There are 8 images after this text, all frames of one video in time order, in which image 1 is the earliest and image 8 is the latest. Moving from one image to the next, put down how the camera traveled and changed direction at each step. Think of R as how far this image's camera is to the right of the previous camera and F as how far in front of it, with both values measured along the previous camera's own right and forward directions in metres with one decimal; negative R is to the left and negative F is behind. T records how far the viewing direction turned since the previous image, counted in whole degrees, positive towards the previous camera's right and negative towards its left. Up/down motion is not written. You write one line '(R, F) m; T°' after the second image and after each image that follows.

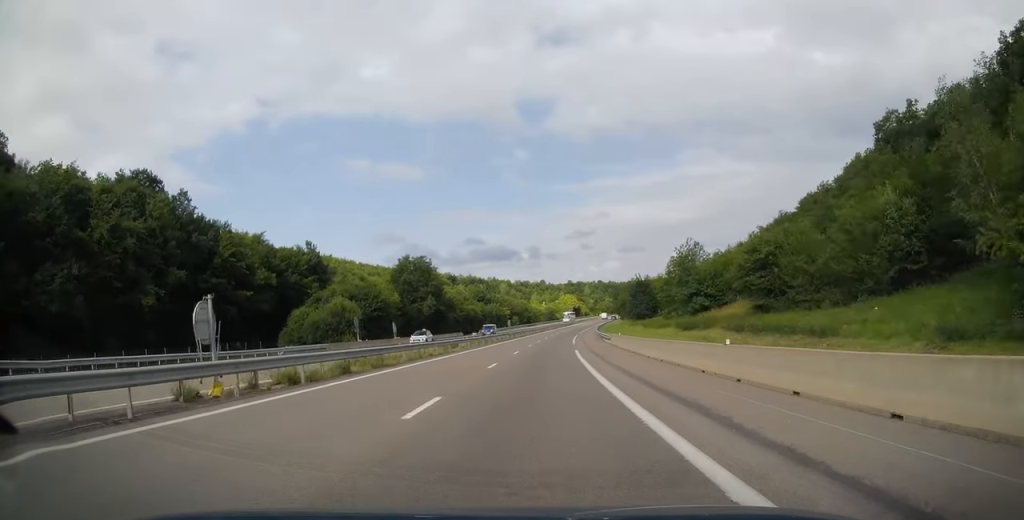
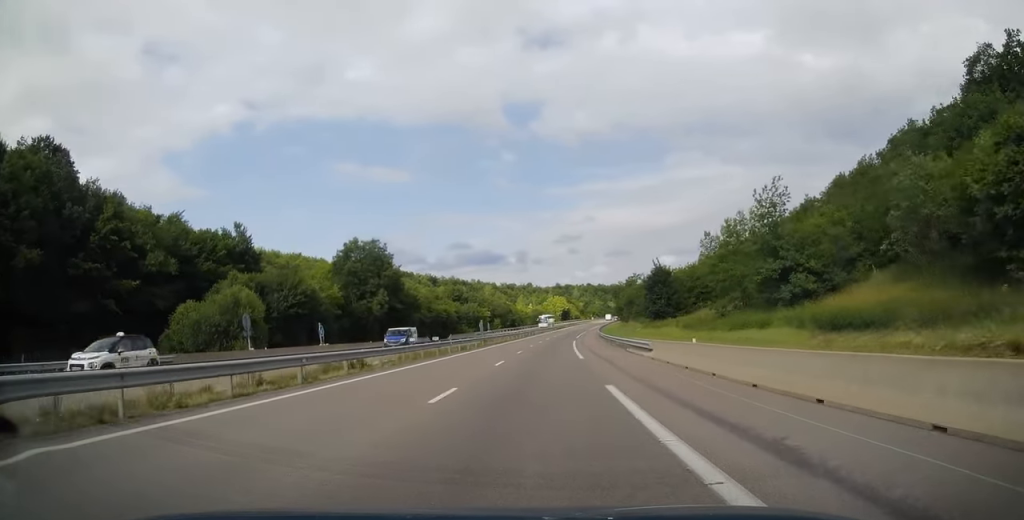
(+0.2, +23.9) m; +1°
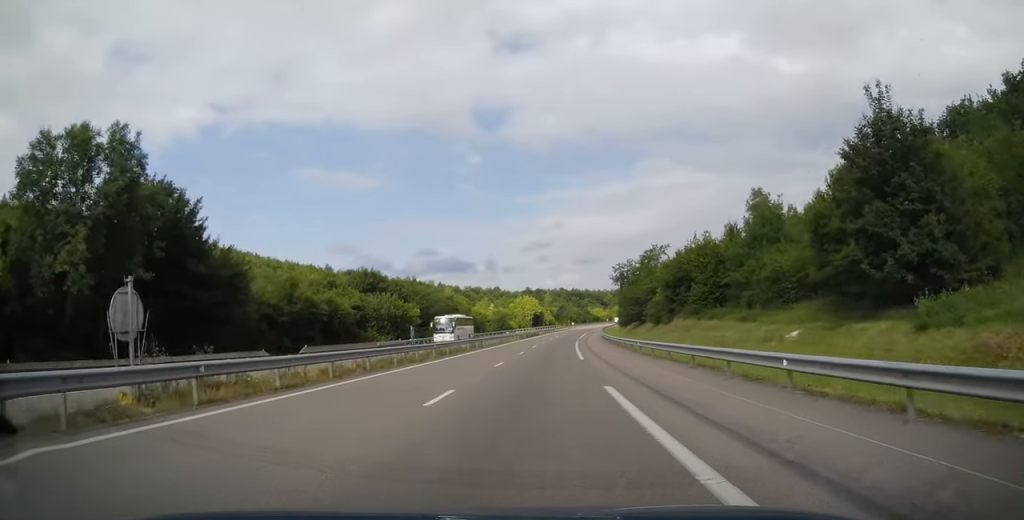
(+1.0, +52.4) m; +3°
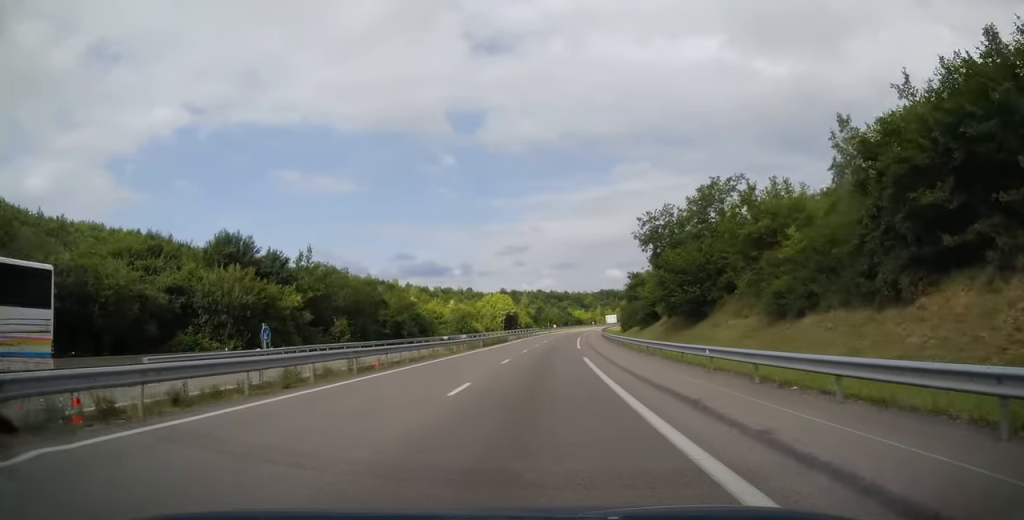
(+0.9, +37.2) m; +2°
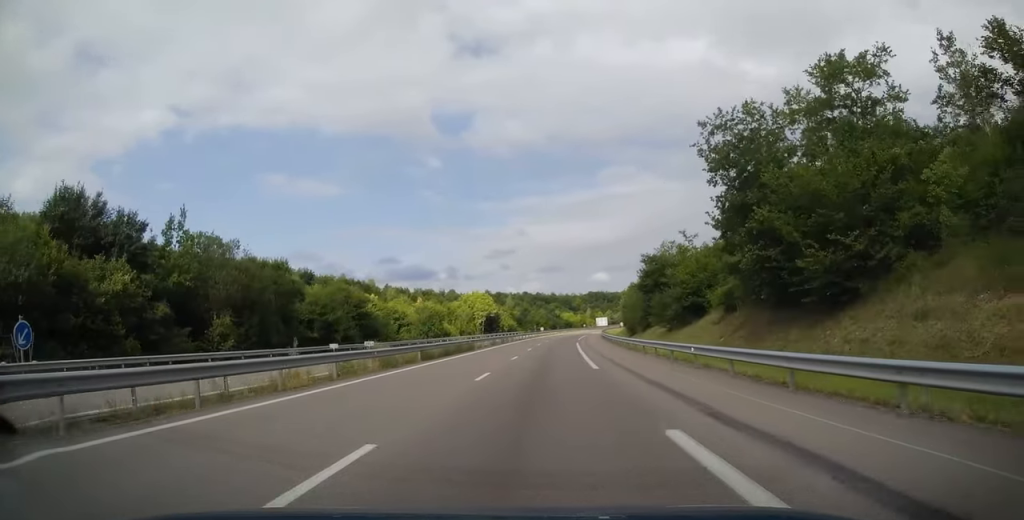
(0.0, +21.7) m; +1°
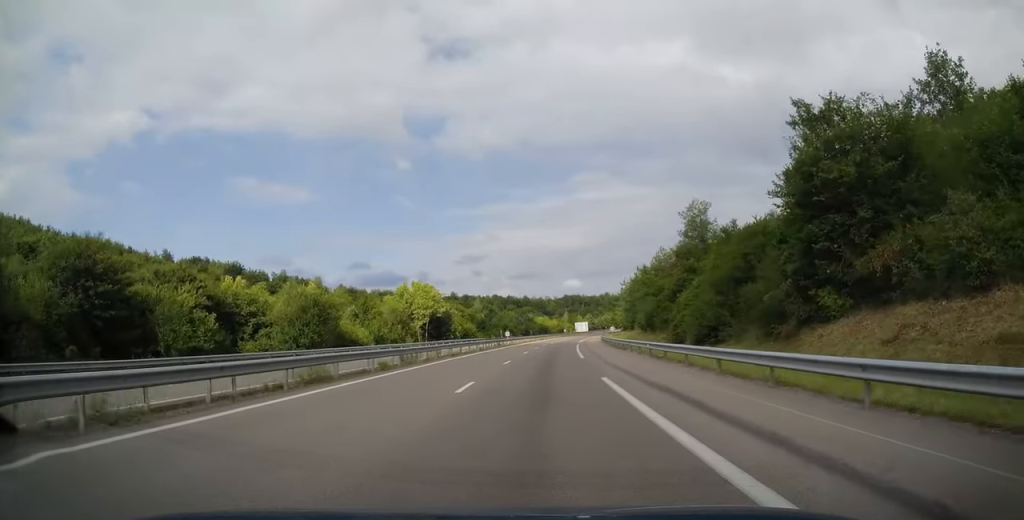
(+1.0, +42.7) m; +2°
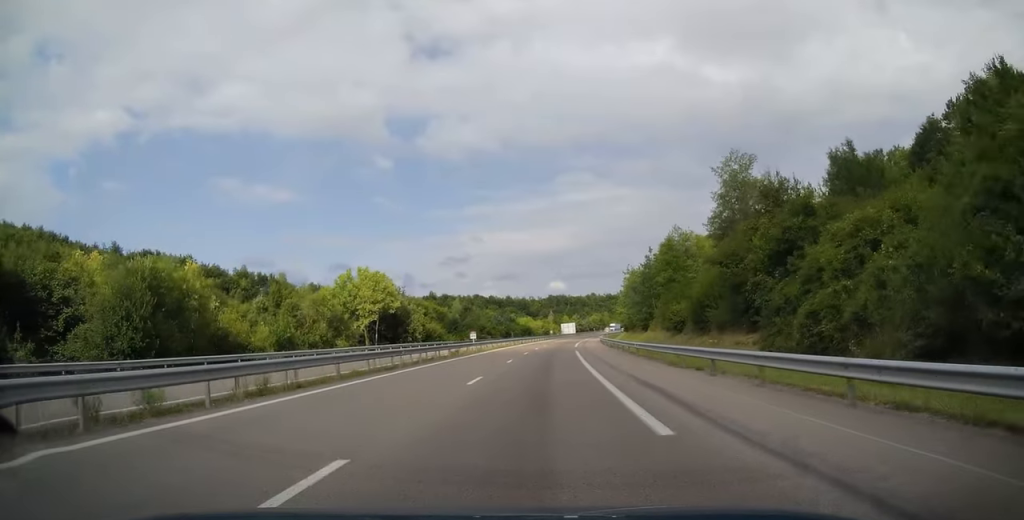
(+0.3, +23.5) m; +1°
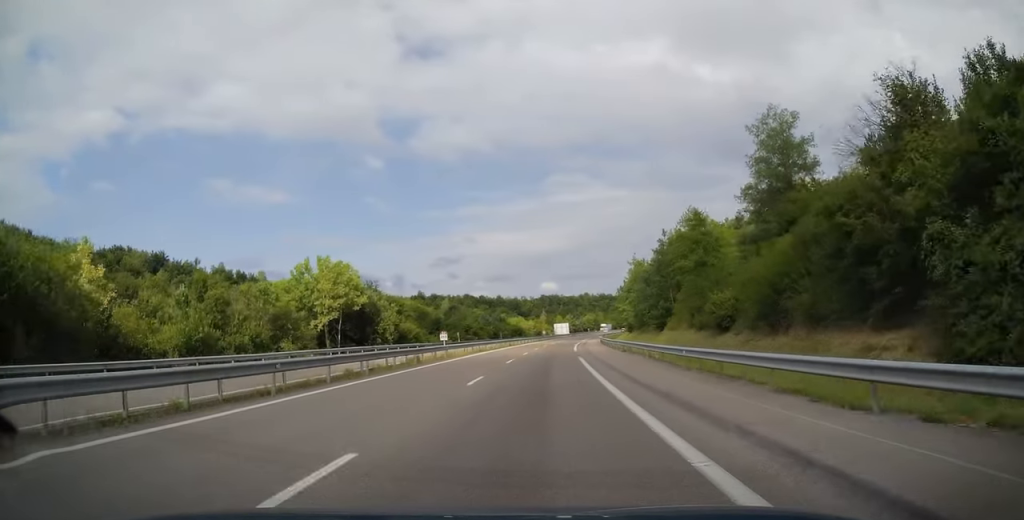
(+0.2, +12.8) m; +1°
